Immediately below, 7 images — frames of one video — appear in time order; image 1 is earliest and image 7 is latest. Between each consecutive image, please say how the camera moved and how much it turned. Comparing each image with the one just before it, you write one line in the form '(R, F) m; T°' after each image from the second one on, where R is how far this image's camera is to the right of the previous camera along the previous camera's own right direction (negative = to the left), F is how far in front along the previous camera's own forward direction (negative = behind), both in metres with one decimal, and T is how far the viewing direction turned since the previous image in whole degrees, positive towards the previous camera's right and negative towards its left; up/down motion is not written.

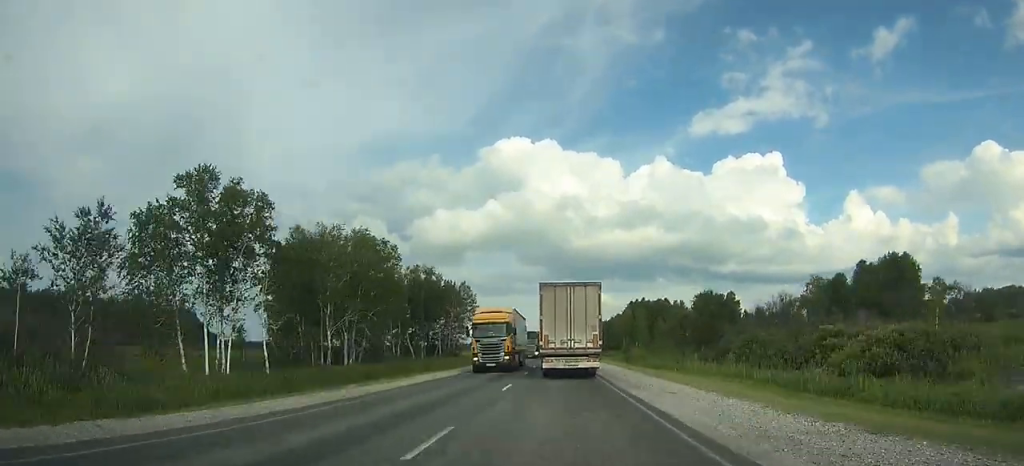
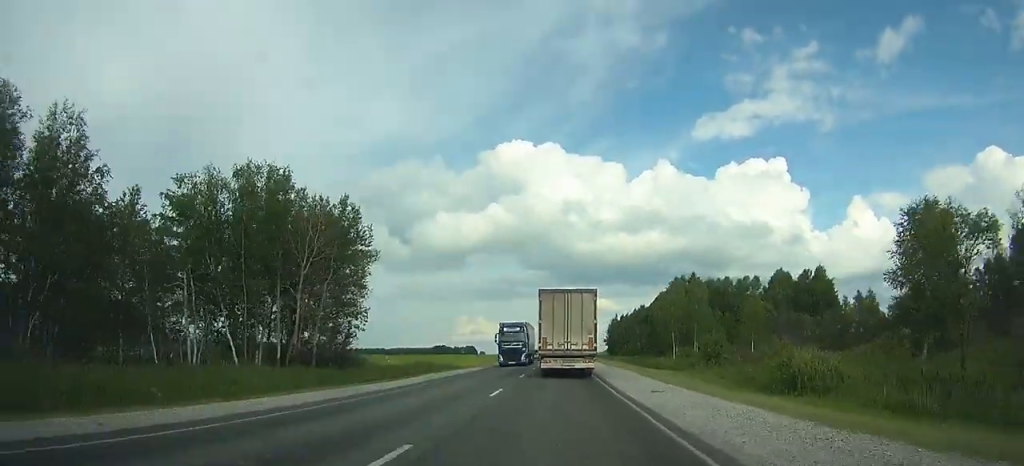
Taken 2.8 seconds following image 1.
(0.0, +62.1) m; 0°
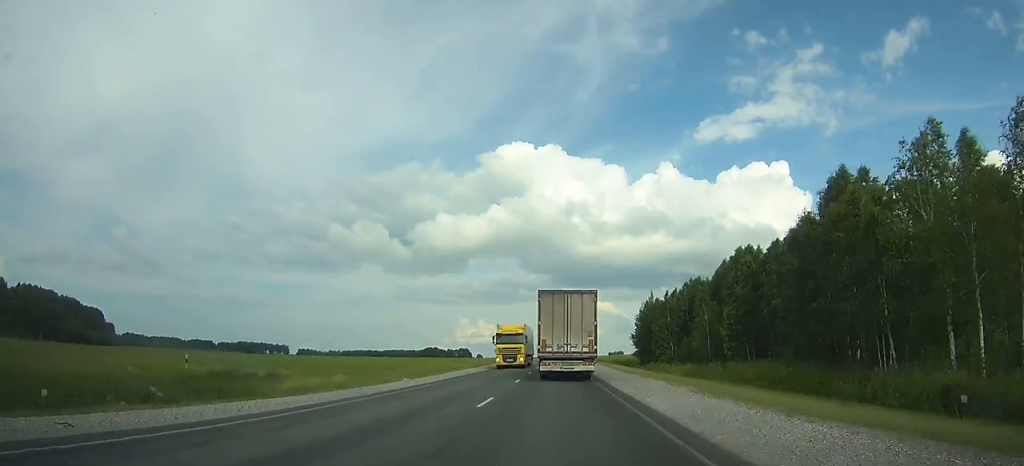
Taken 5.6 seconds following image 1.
(0.0, +63.7) m; 0°
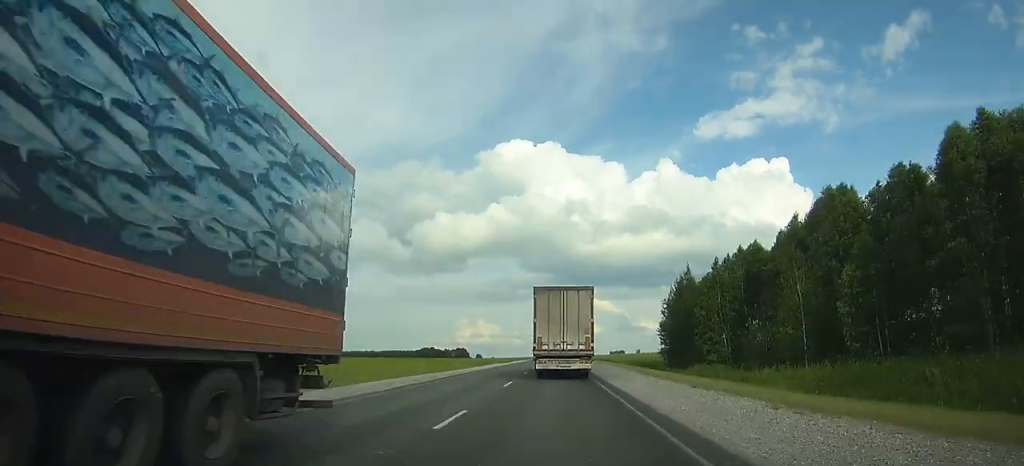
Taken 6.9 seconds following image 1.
(0.0, +29.6) m; 0°
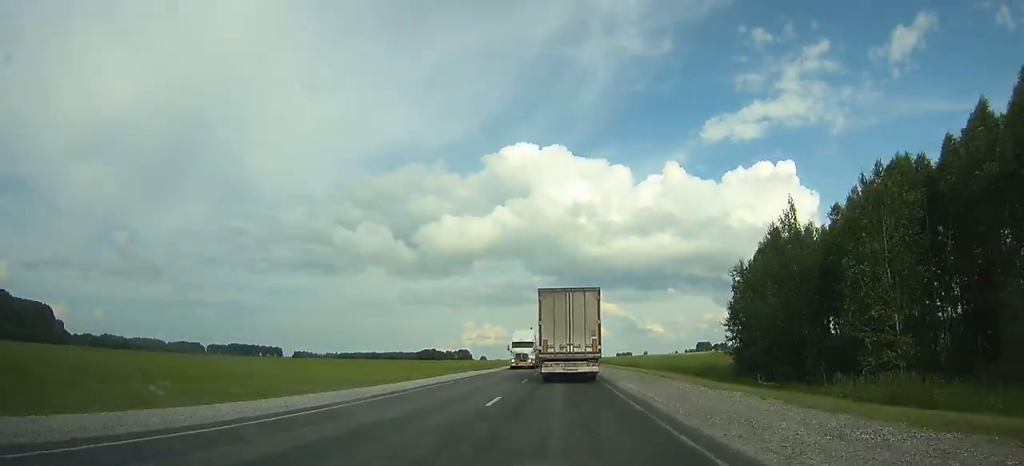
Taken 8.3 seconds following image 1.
(-0.1, +30.8) m; 0°
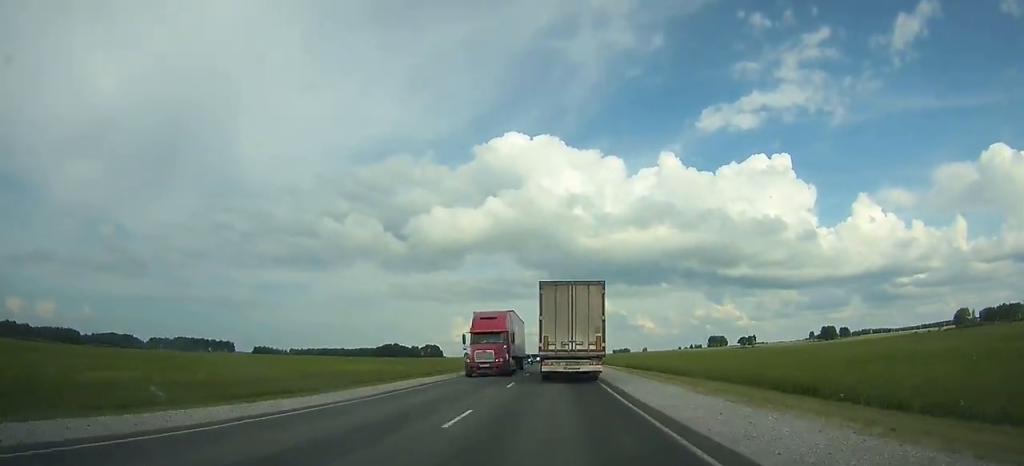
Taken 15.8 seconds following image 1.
(+0.2, +156.4) m; 0°
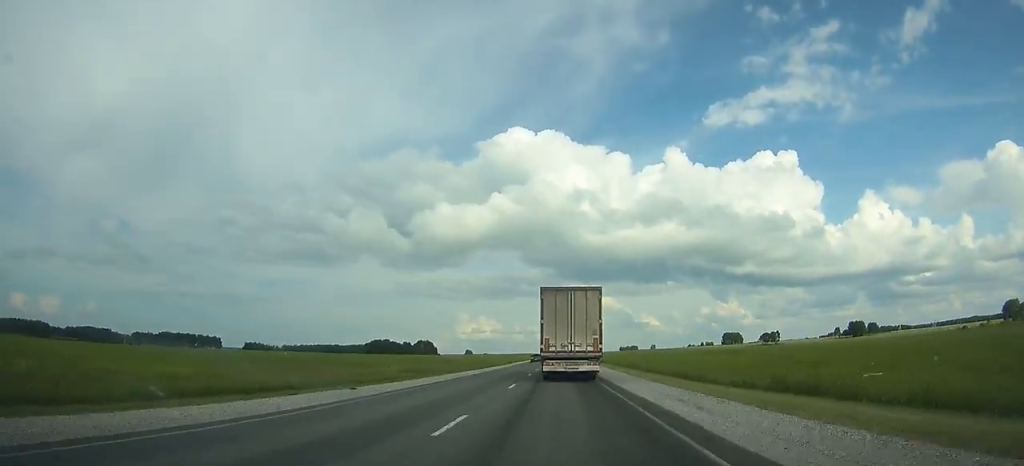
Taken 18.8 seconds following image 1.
(-0.2, +63.2) m; 0°
